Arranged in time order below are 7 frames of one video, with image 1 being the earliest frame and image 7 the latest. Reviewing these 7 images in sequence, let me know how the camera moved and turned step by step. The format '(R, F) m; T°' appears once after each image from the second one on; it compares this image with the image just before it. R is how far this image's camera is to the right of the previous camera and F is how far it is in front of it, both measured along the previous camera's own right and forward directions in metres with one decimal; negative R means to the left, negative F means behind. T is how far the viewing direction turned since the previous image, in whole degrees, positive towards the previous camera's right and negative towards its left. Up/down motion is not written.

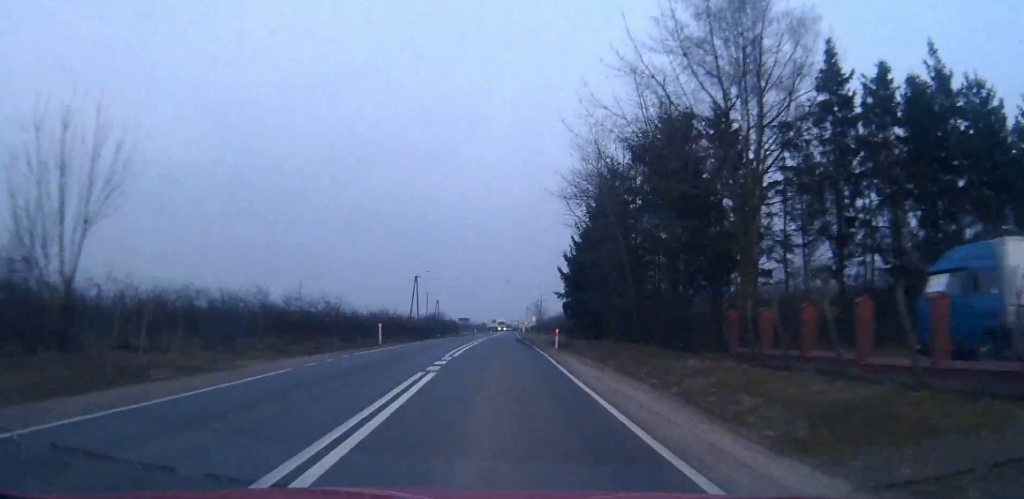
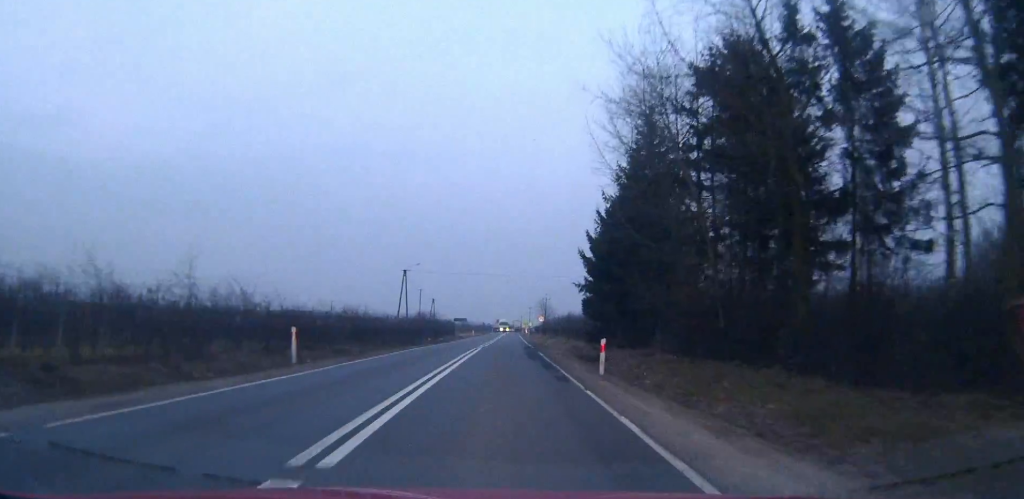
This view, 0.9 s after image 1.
(0.0, +16.4) m; 0°
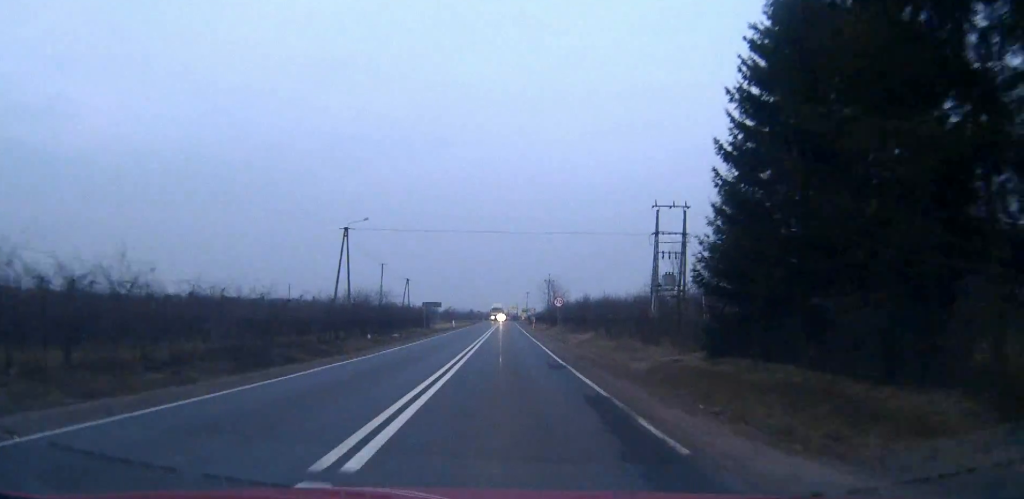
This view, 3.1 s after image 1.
(0.0, +37.6) m; 0°
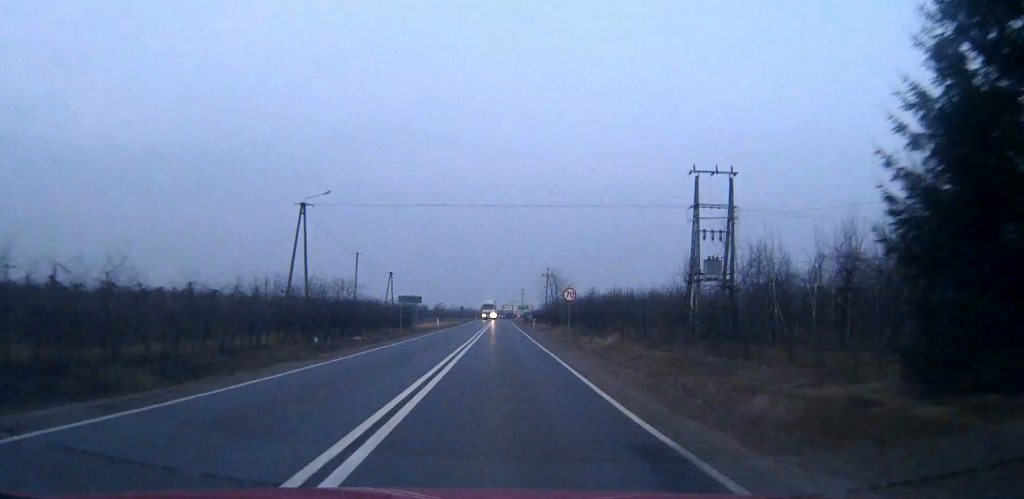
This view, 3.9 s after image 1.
(-0.1, +13.9) m; 0°
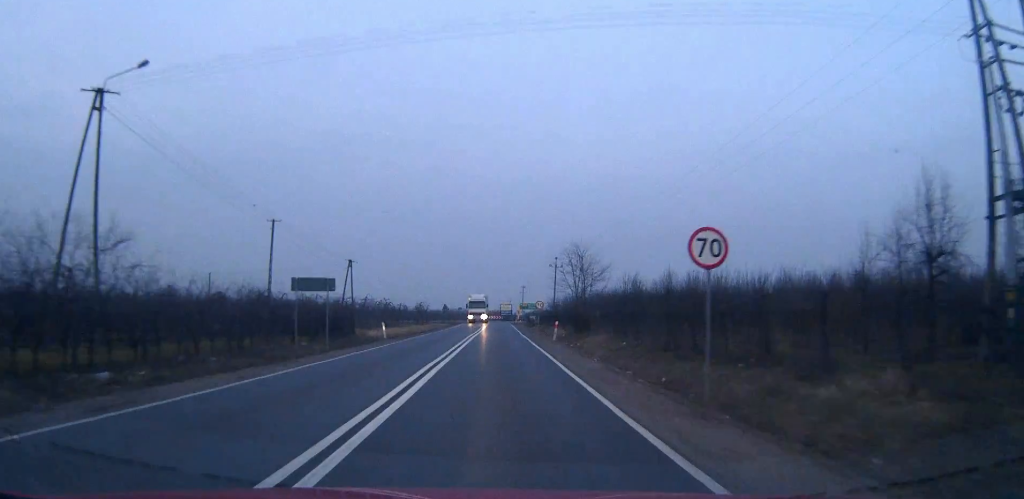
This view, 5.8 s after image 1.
(+0.3, +30.9) m; +1°
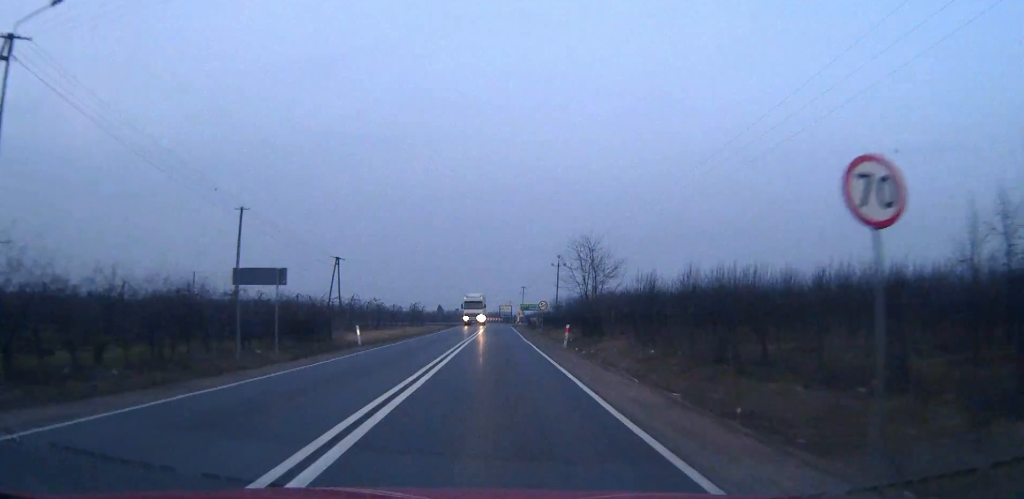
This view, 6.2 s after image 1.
(0.0, +7.0) m; 0°
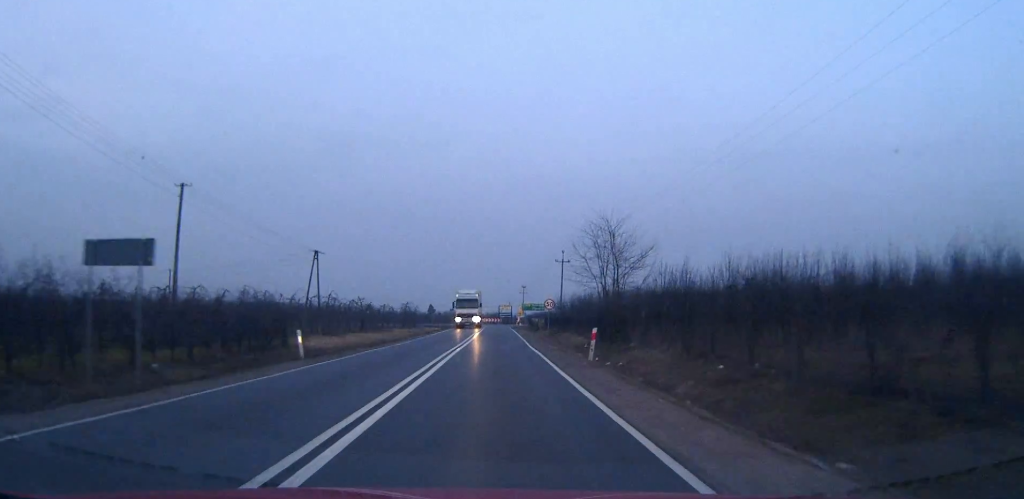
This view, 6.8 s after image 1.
(0.0, +9.6) m; 0°
